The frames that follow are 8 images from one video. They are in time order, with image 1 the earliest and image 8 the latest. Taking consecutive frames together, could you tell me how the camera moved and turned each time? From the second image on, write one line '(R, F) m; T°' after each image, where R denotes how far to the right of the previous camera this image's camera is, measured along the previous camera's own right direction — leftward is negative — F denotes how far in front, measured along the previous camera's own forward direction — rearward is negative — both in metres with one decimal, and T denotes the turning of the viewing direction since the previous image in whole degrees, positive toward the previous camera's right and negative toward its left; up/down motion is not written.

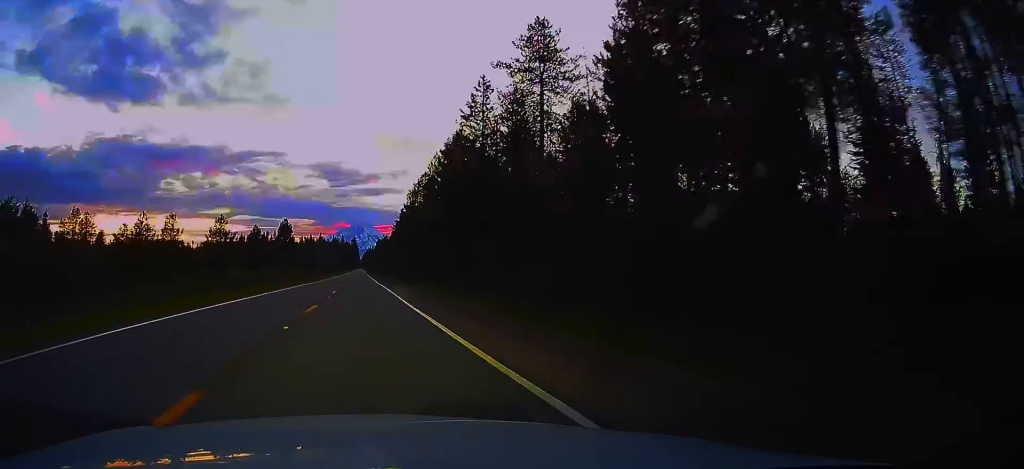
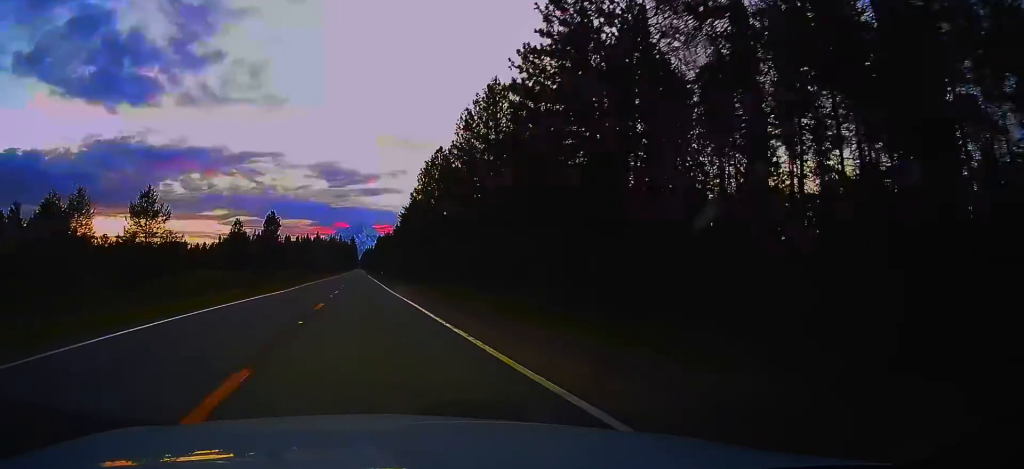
(-0.3, +27.1) m; -1°
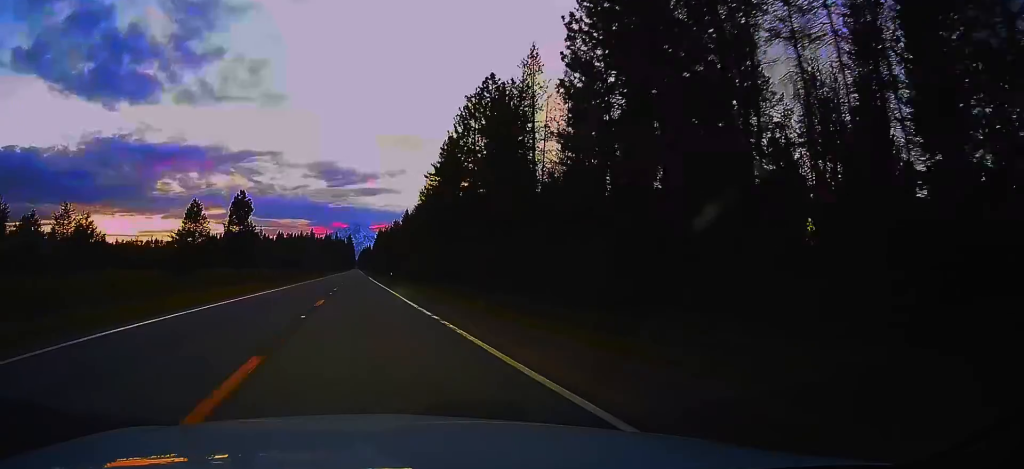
(-0.6, +42.5) m; +1°
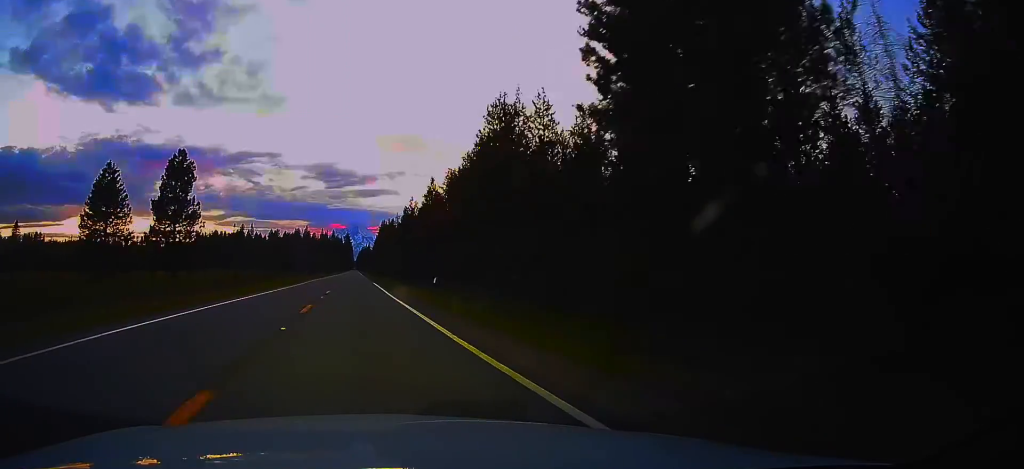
(+1.3, +45.1) m; +2°
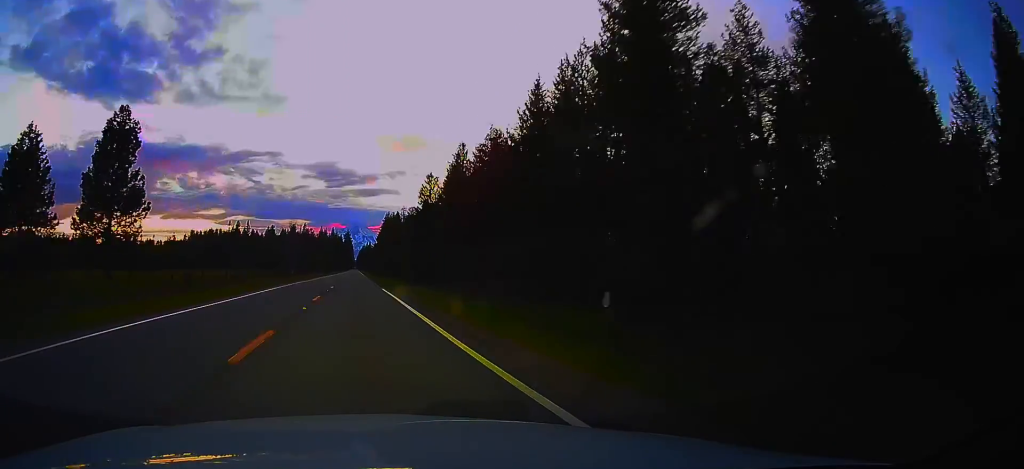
(-0.1, +23.1) m; -2°
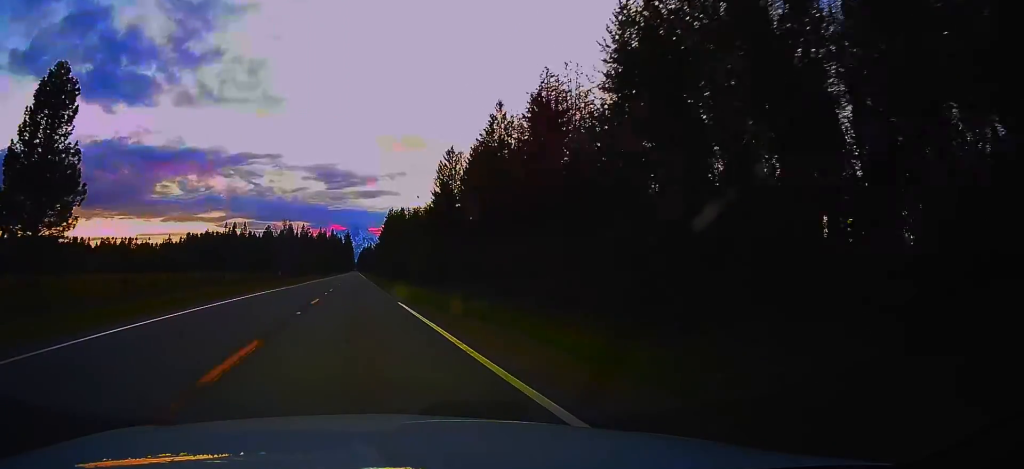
(-0.4, +15.5) m; 0°
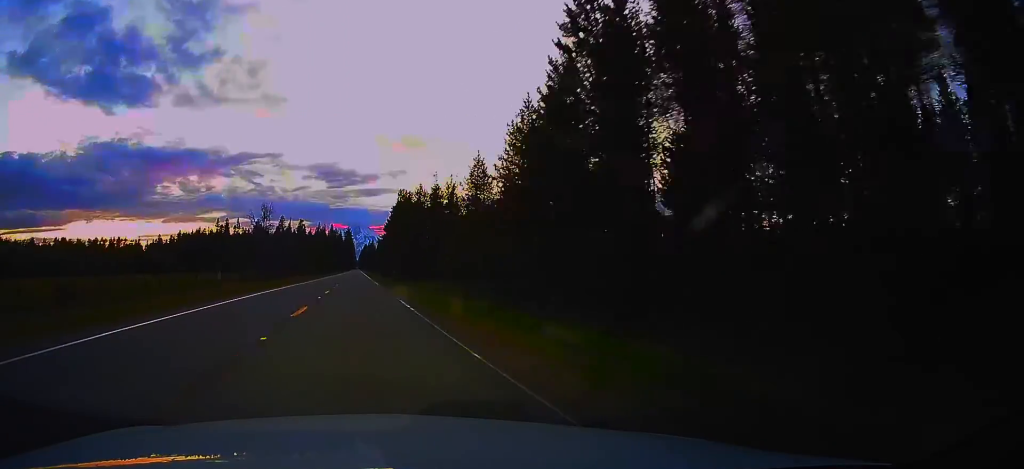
(-0.1, +35.1) m; 0°
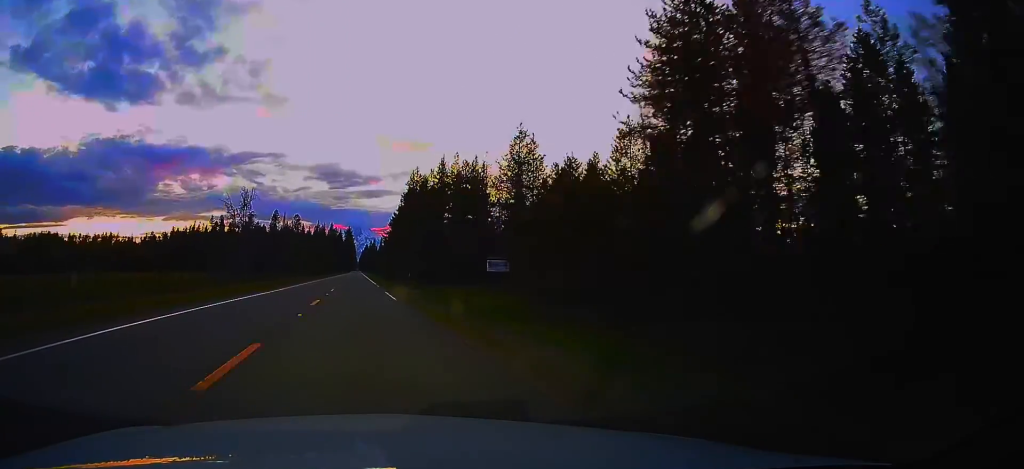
(+0.1, +23.7) m; +1°
